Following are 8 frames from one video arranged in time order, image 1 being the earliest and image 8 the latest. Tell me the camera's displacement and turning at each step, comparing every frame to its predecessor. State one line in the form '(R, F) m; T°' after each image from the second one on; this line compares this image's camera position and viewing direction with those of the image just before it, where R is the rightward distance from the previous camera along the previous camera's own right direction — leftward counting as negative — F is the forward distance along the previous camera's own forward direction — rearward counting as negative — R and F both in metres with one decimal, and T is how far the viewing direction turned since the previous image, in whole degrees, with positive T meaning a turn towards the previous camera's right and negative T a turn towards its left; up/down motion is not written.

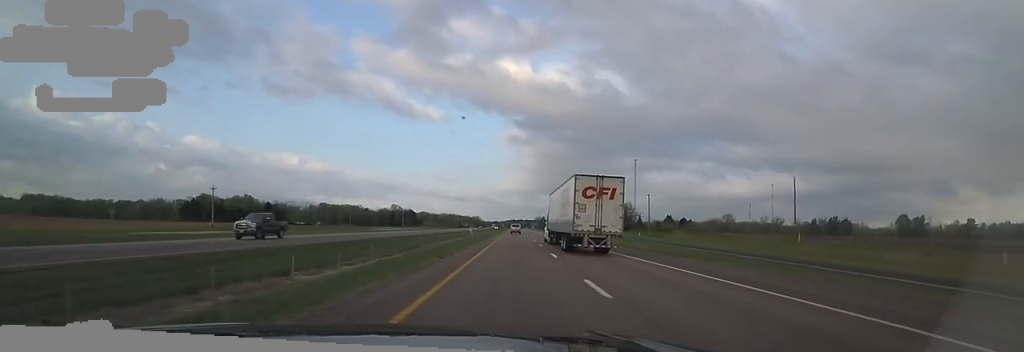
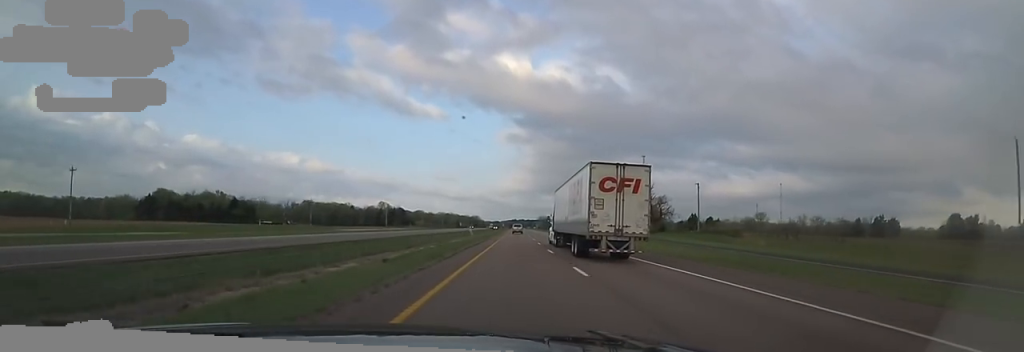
(0.0, +32.1) m; -1°
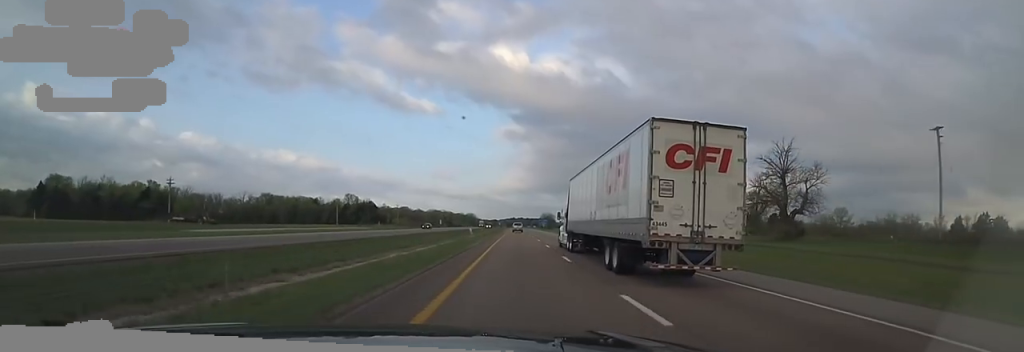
(0.0, +56.1) m; +1°
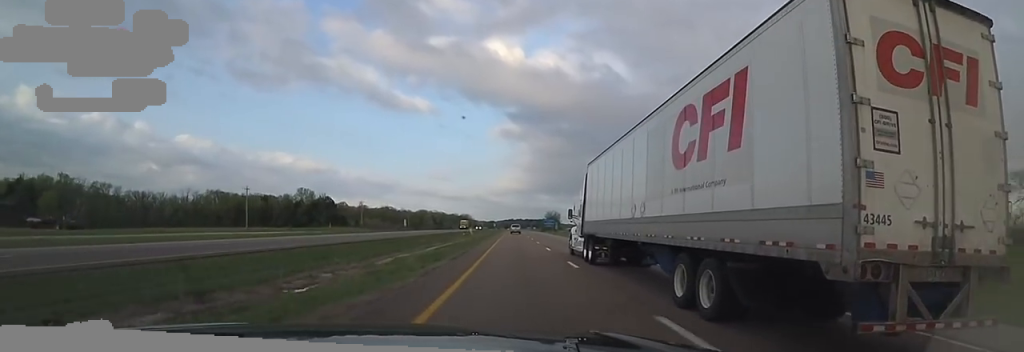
(-0.4, +51.7) m; 0°
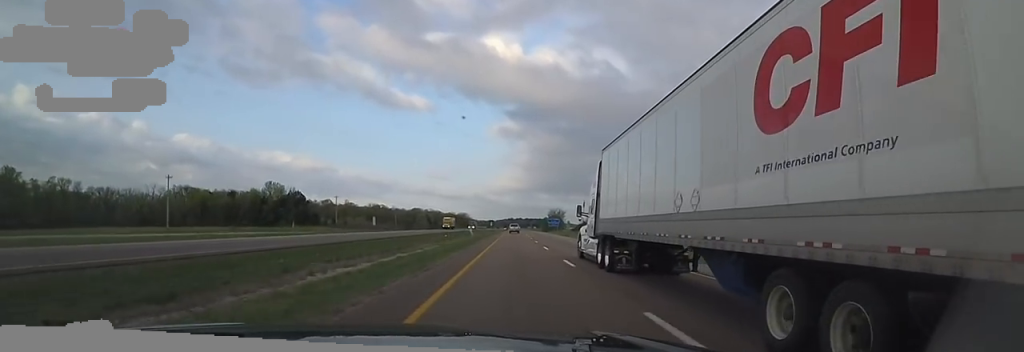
(+0.7, +24.5) m; +1°
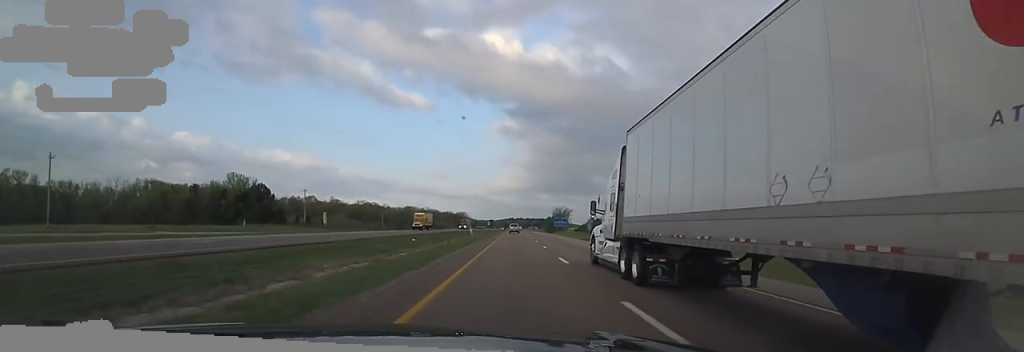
(+0.6, +23.2) m; 0°
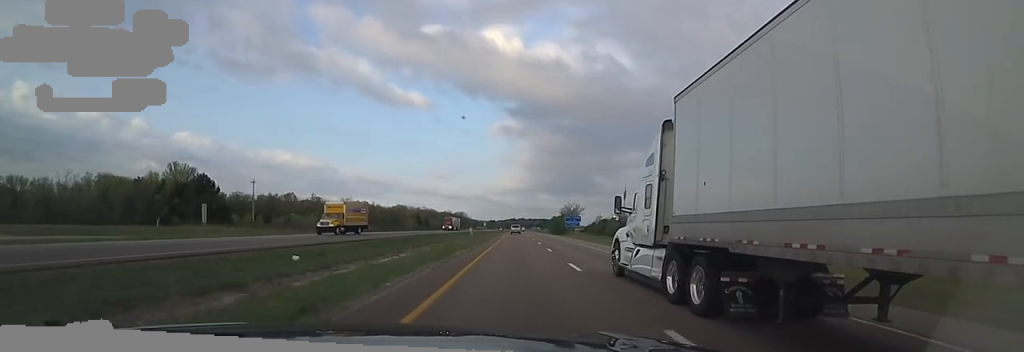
(0.0, +26.5) m; -2°
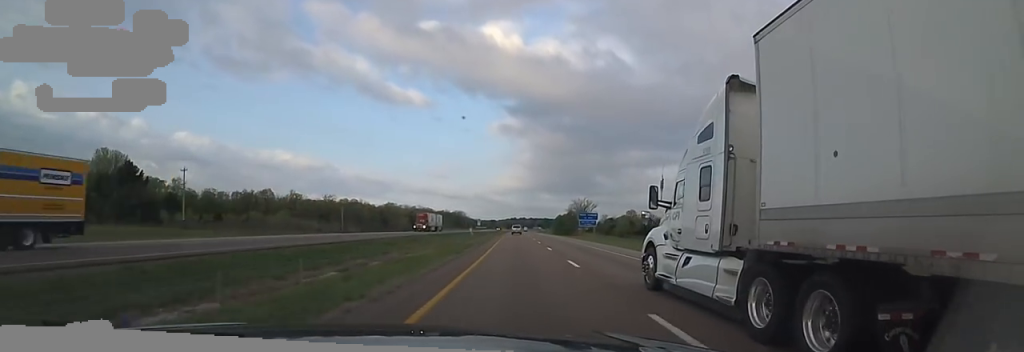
(-0.9, +23.0) m; -1°
